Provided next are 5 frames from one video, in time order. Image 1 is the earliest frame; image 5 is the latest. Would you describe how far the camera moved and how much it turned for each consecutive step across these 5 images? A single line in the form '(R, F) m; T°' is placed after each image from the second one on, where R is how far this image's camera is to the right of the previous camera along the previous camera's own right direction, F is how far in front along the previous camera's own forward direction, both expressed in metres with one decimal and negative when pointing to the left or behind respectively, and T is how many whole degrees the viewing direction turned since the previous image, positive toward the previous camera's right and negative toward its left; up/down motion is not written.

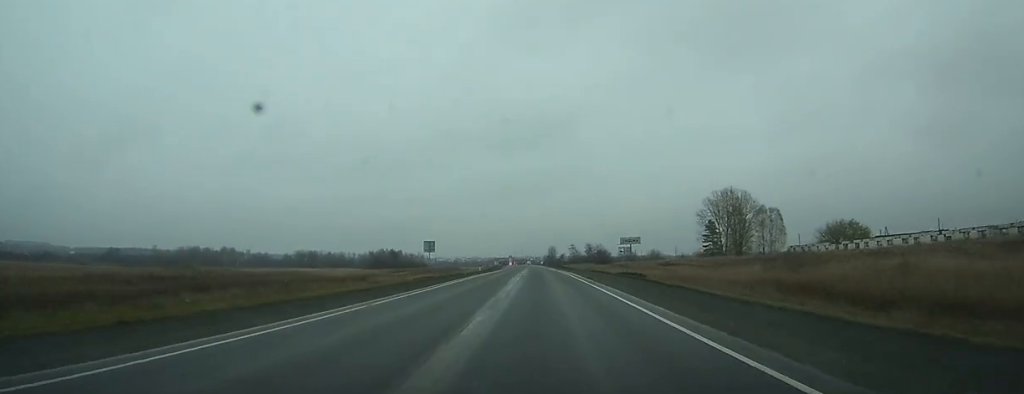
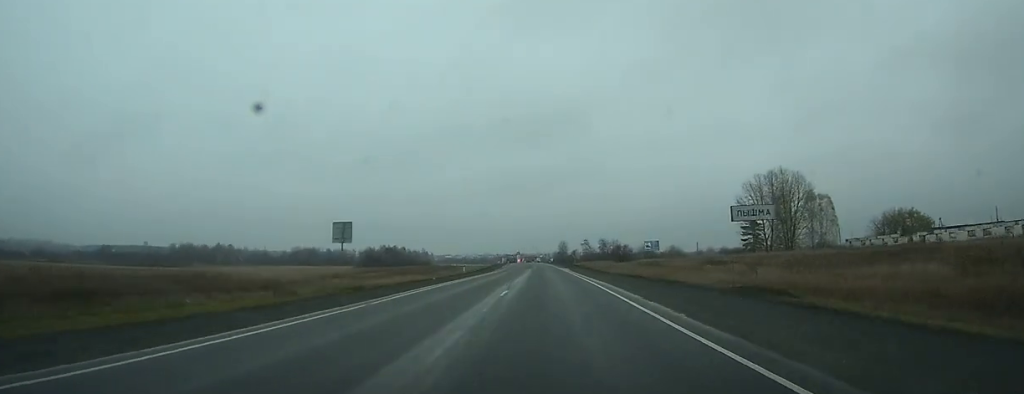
(-0.1, +26.7) m; 0°
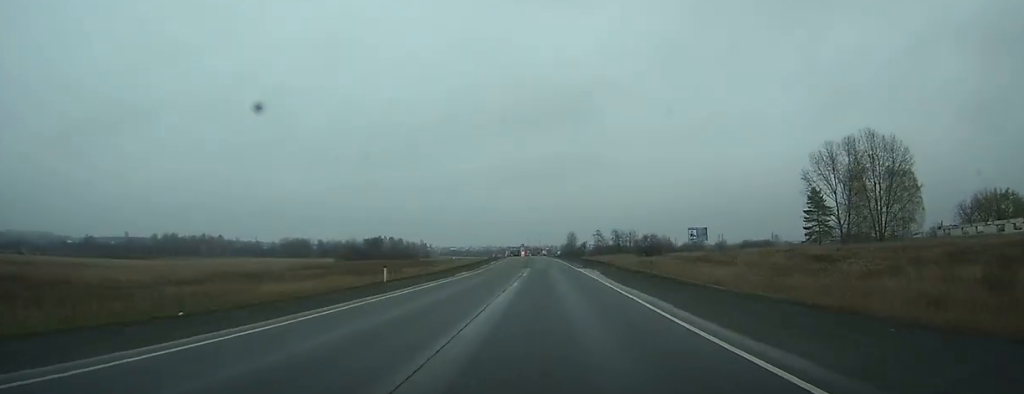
(-0.2, +32.6) m; -1°
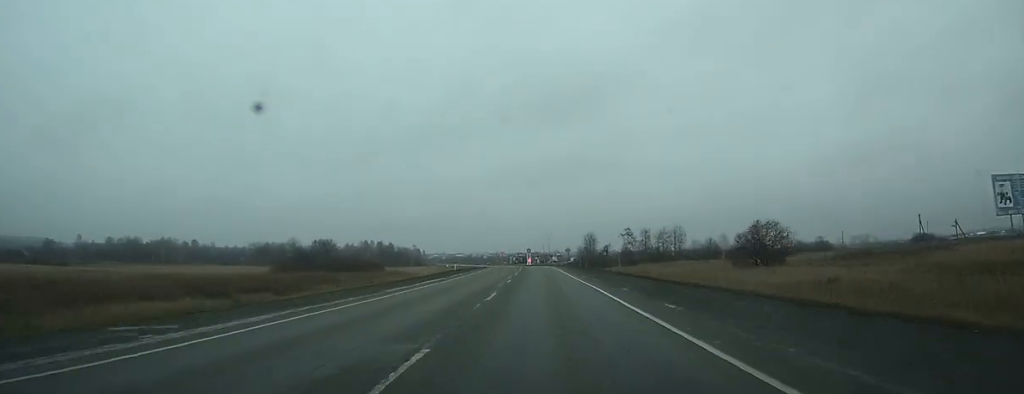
(-0.7, +62.5) m; -1°
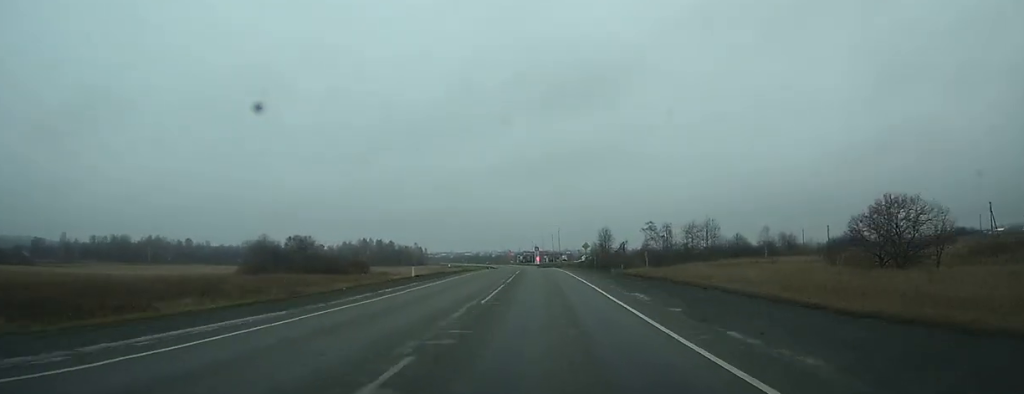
(-0.1, +24.5) m; -1°
